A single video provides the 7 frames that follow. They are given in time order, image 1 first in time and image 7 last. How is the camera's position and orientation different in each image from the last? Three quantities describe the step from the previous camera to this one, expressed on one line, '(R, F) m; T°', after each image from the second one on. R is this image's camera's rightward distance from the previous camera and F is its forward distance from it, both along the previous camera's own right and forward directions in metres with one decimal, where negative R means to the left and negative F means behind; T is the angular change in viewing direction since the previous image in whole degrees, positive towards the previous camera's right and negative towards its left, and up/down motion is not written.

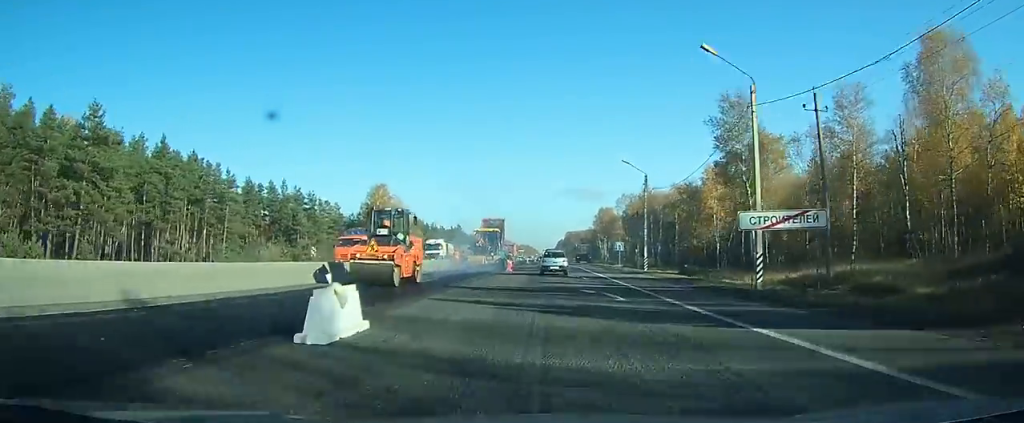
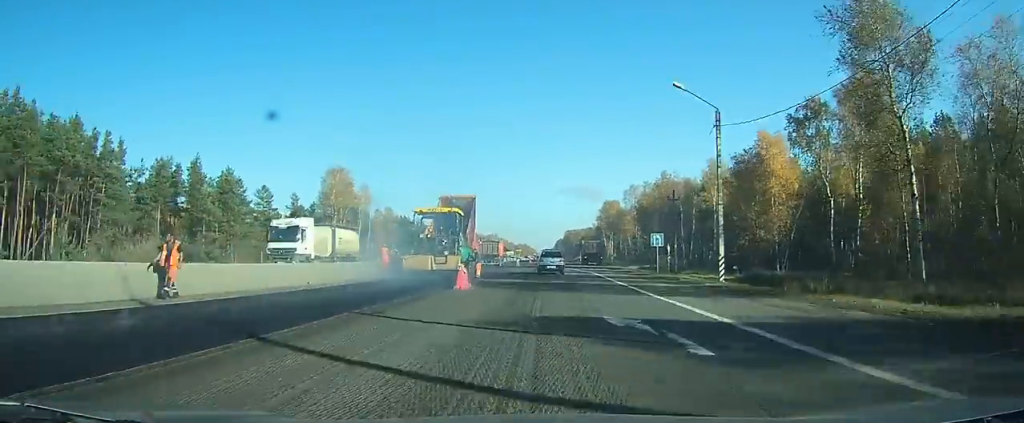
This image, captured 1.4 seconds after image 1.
(0.0, +23.8) m; 0°
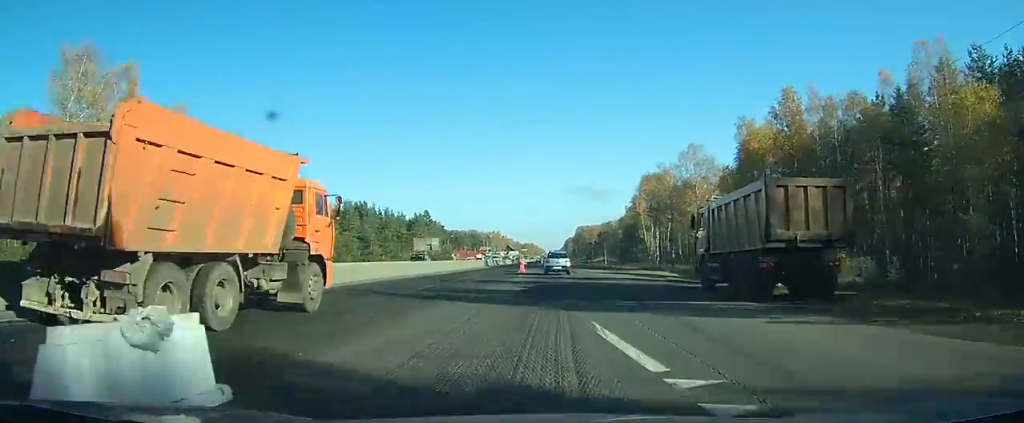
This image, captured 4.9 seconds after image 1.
(-0.1, +63.8) m; 0°
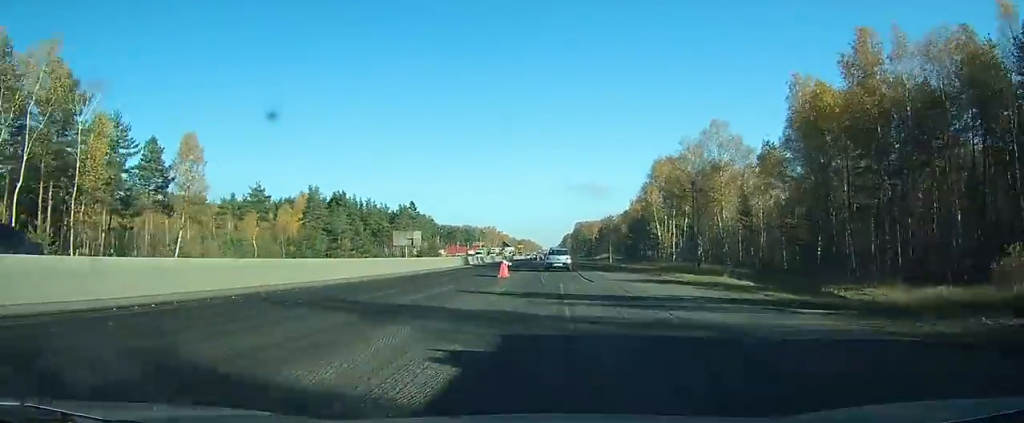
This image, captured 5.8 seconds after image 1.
(0.0, +17.5) m; 0°
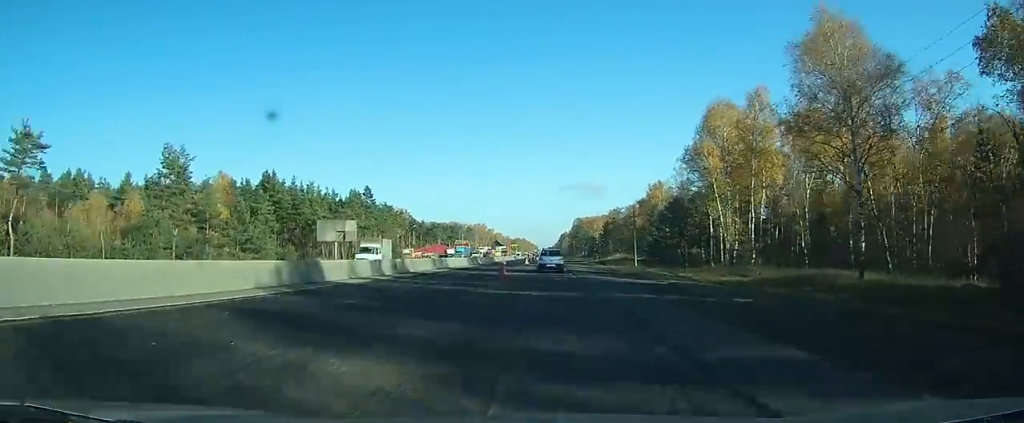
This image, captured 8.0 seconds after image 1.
(-0.3, +39.8) m; 0°
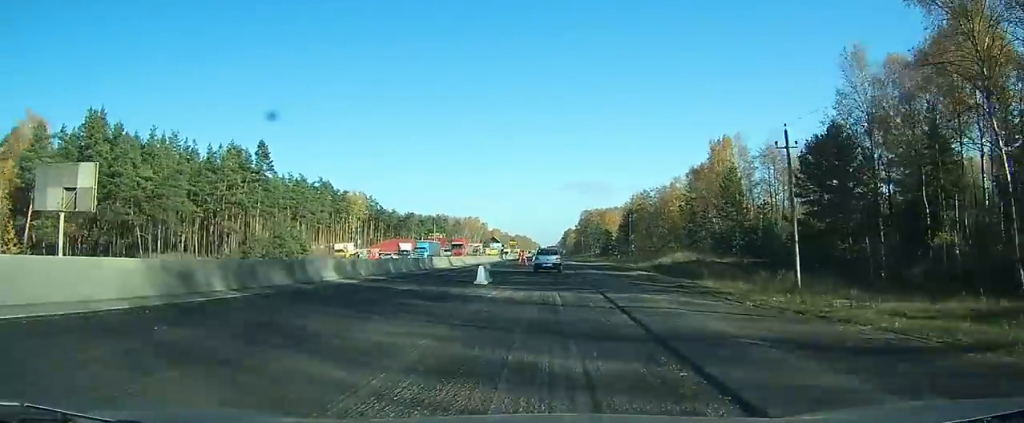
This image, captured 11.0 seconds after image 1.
(+0.1, +50.8) m; 0°
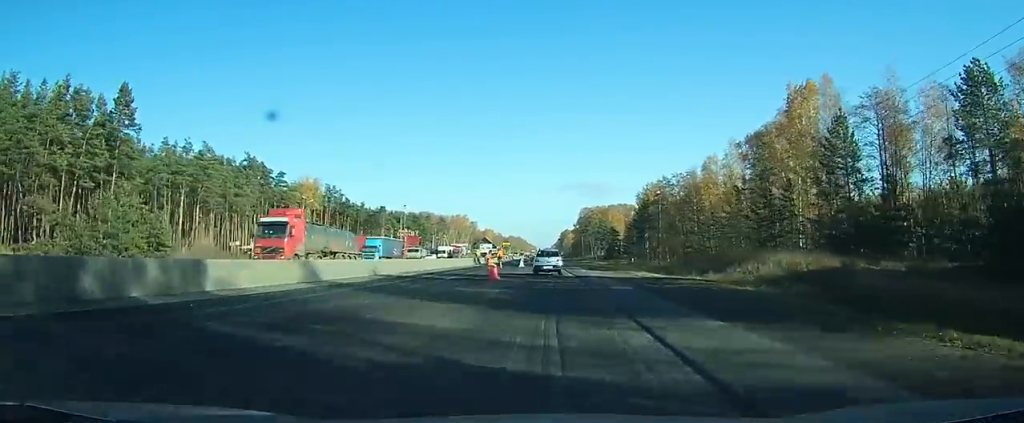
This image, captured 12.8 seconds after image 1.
(+0.1, +30.8) m; 0°
